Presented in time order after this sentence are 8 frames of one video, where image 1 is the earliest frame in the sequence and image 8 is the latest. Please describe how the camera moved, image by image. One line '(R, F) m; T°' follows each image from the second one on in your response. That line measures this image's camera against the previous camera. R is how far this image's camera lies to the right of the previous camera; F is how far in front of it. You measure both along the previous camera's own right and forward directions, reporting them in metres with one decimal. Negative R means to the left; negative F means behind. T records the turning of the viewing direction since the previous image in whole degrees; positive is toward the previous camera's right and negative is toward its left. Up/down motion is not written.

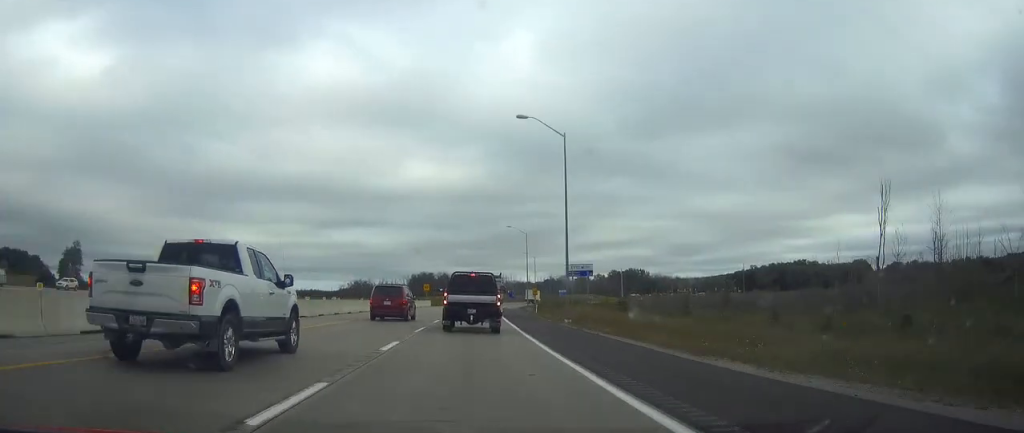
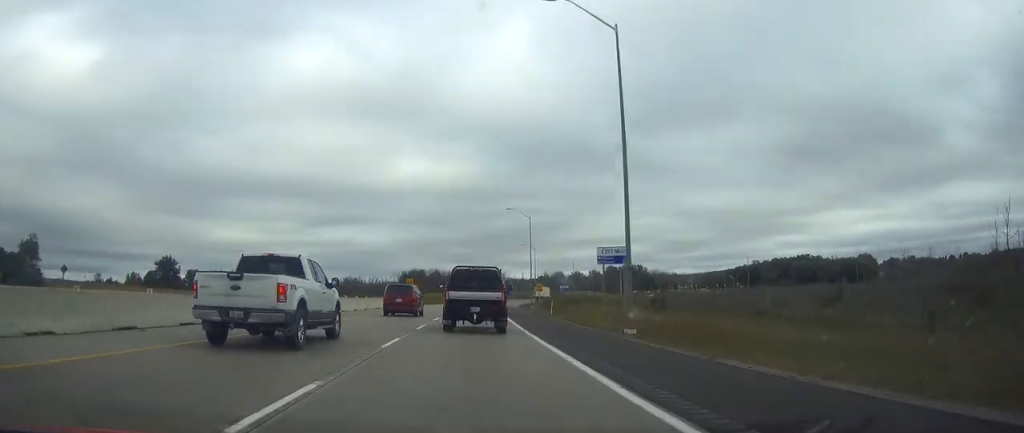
(0.0, +18.1) m; 0°
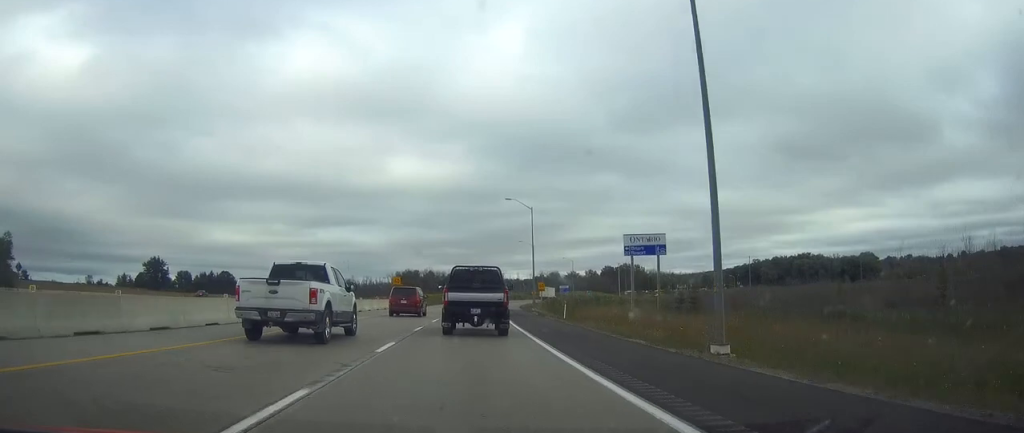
(0.0, +9.8) m; 0°
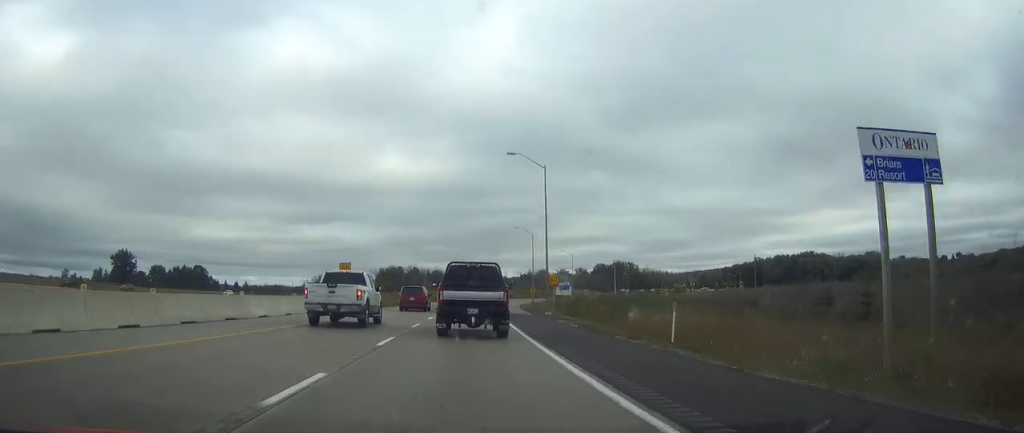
(+0.3, +25.7) m; +1°
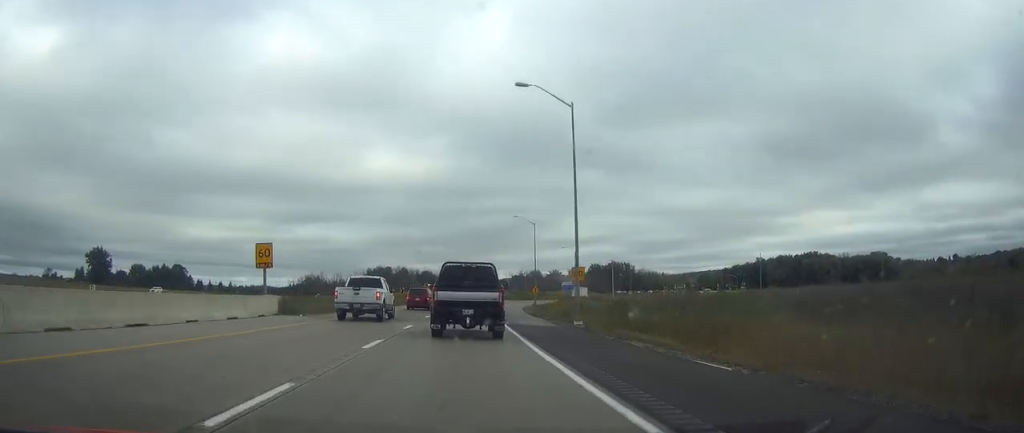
(+0.1, +19.2) m; +1°
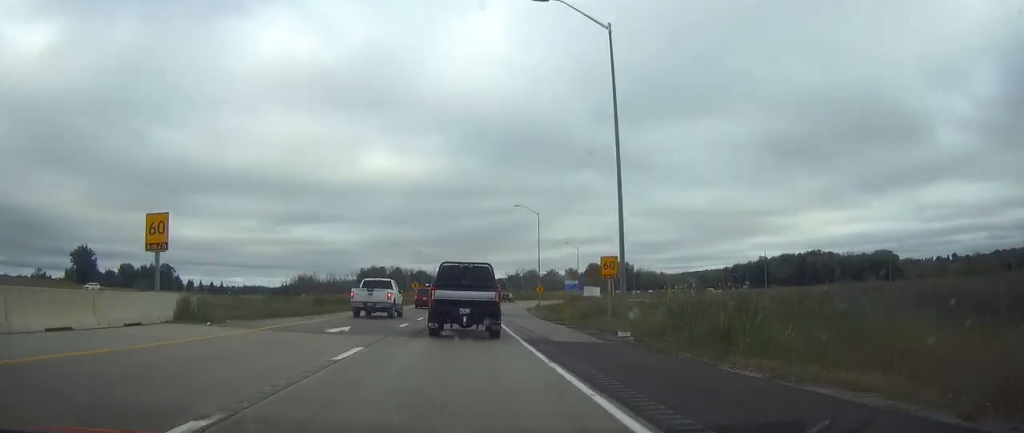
(+0.1, +11.7) m; 0°
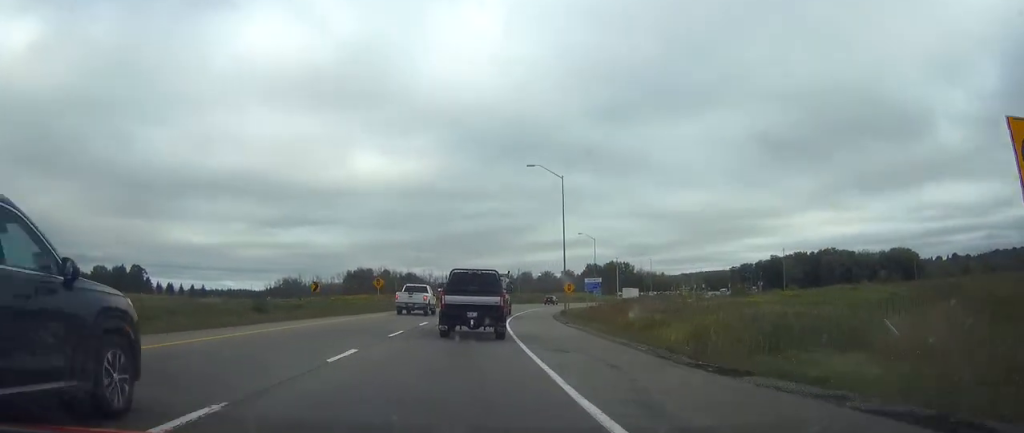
(+0.1, +29.4) m; +1°
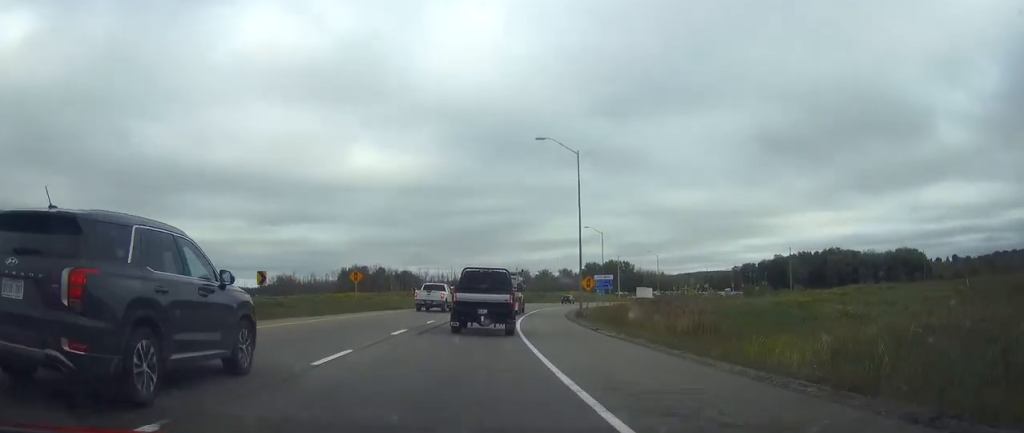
(+0.1, +9.9) m; +1°
